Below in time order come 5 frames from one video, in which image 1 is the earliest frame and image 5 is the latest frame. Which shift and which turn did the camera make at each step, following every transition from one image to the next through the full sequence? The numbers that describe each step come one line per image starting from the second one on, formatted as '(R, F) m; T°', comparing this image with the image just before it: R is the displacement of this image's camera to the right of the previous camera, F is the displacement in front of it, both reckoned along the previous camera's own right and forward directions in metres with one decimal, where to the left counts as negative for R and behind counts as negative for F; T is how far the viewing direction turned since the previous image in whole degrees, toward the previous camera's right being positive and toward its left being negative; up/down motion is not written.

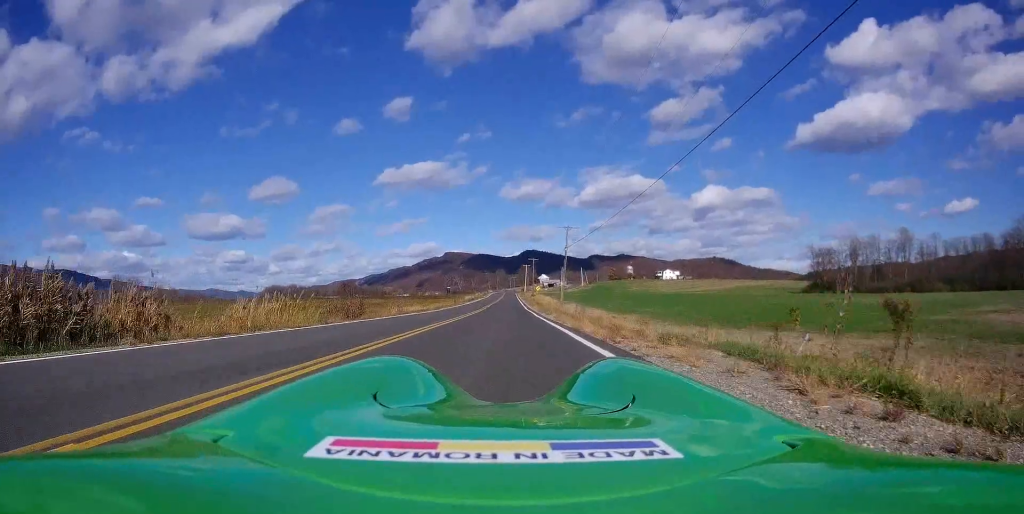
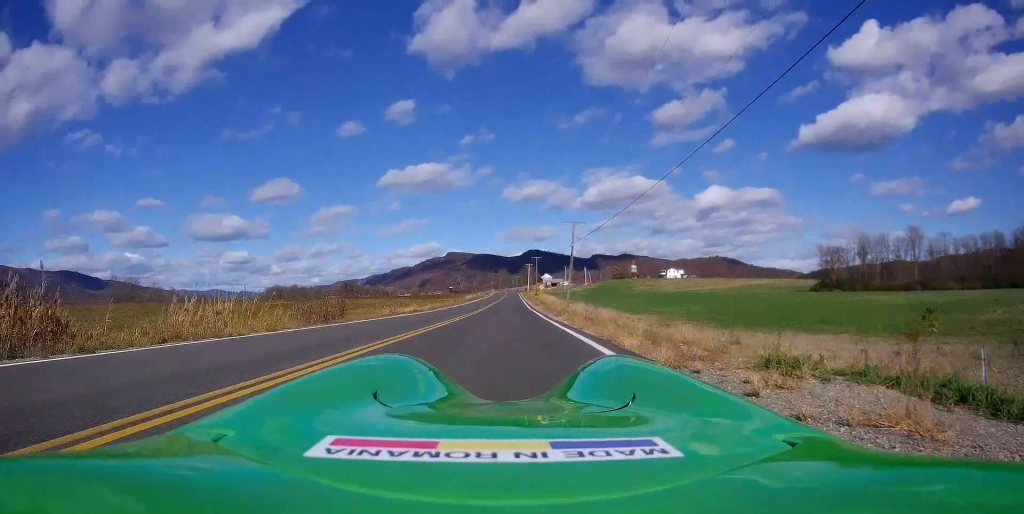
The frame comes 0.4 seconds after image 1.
(0.0, +4.2) m; -1°
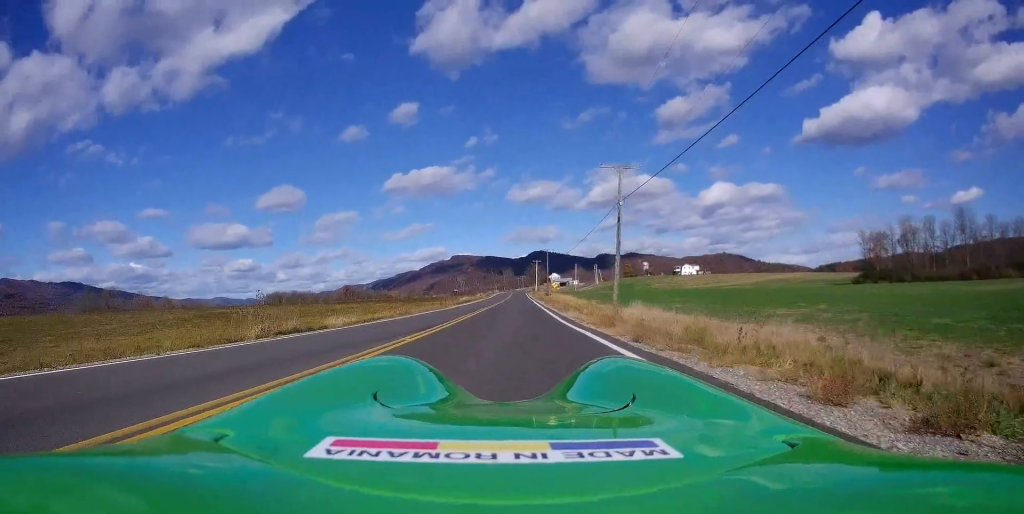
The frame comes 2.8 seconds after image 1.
(-1.5, +24.4) m; -4°
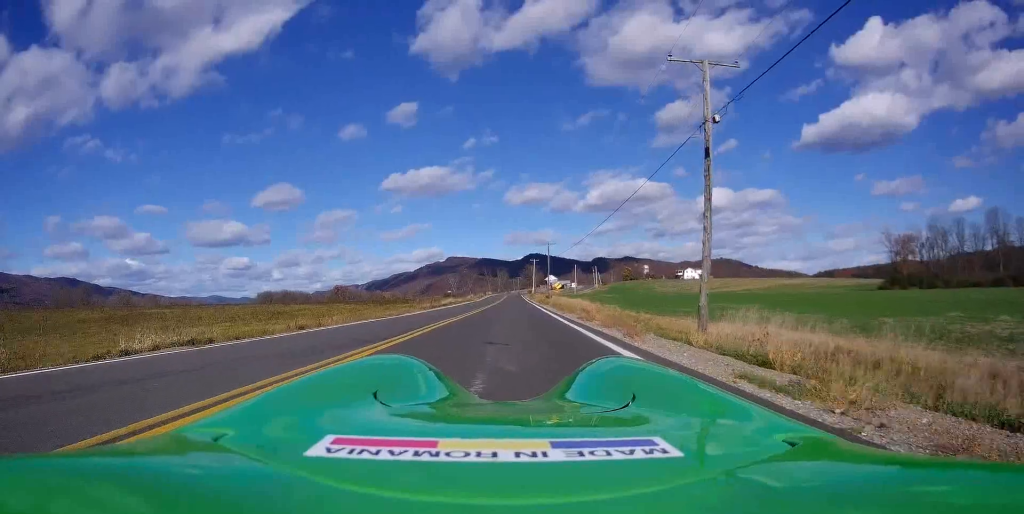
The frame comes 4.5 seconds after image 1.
(+0.6, +16.3) m; +3°
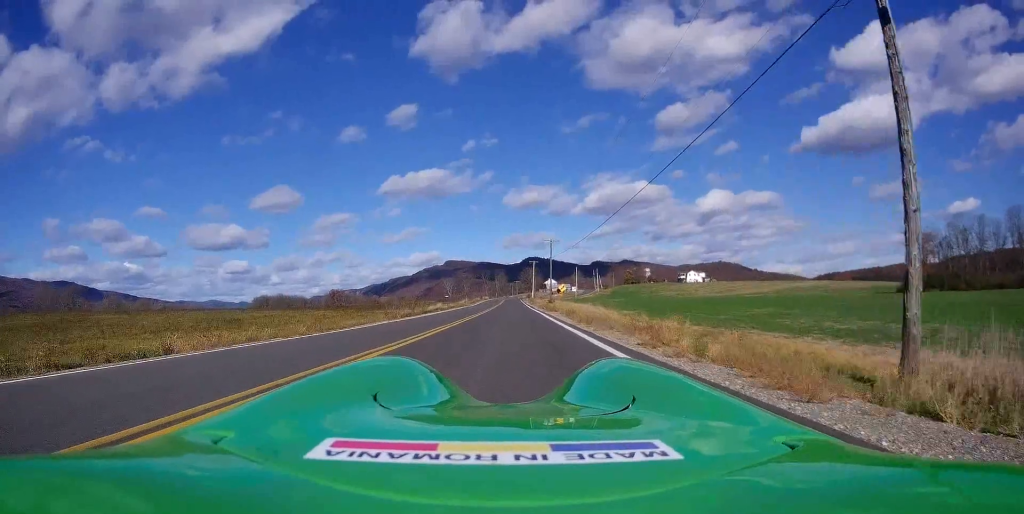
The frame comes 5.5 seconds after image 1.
(0.0, +10.0) m; -1°
